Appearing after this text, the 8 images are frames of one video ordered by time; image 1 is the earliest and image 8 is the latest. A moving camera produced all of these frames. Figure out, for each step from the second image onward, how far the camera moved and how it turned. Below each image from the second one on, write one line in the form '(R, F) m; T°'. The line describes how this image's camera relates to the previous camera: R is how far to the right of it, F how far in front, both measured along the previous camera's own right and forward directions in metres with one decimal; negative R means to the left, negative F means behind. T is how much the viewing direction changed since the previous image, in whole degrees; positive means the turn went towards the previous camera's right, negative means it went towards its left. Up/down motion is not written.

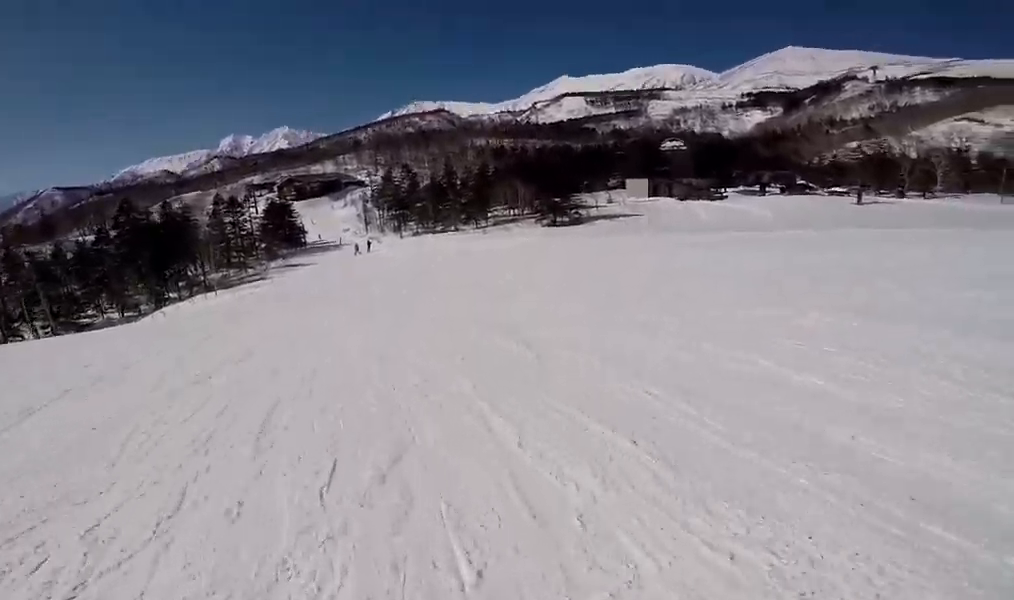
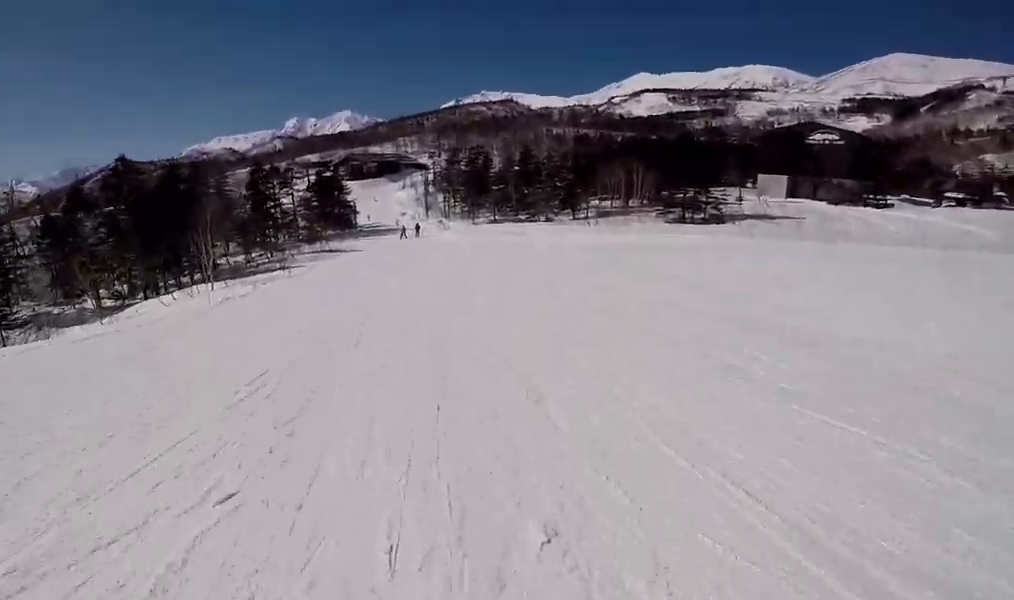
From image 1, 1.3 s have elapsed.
(+0.3, +14.4) m; -5°
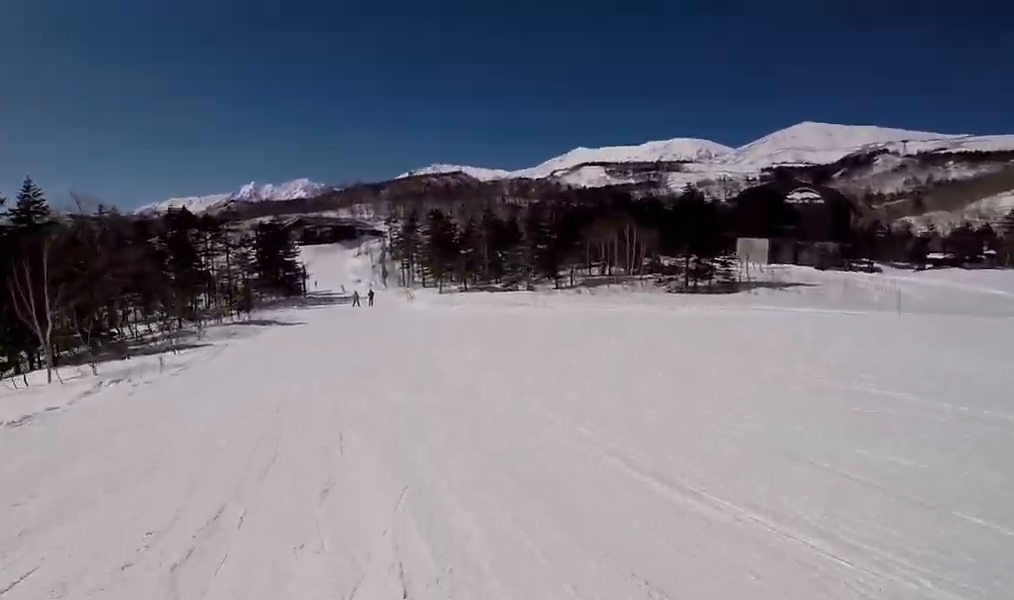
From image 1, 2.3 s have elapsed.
(-1.3, +11.1) m; -3°
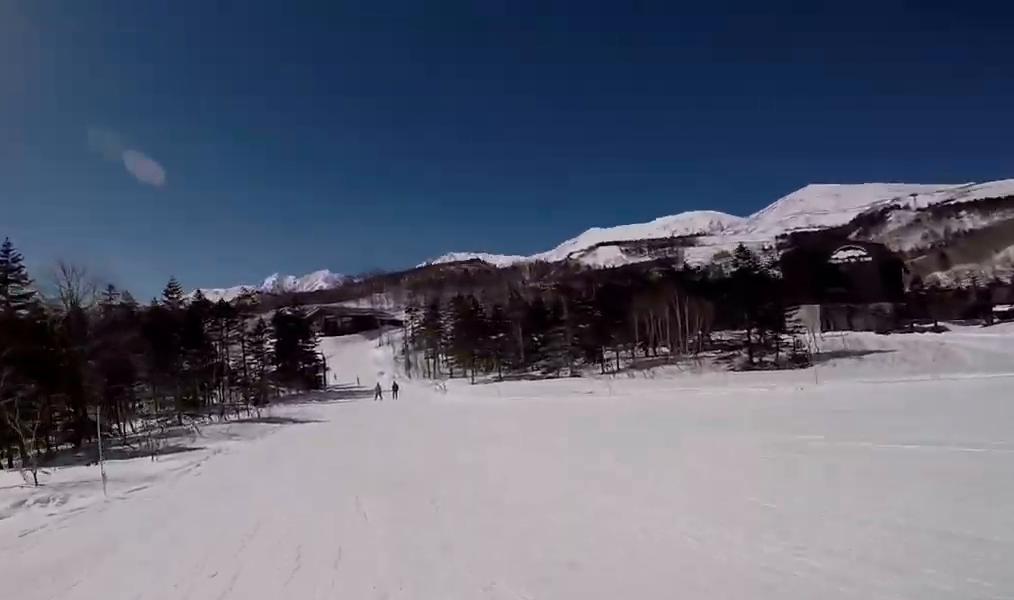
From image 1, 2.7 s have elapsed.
(-0.1, +4.7) m; +1°
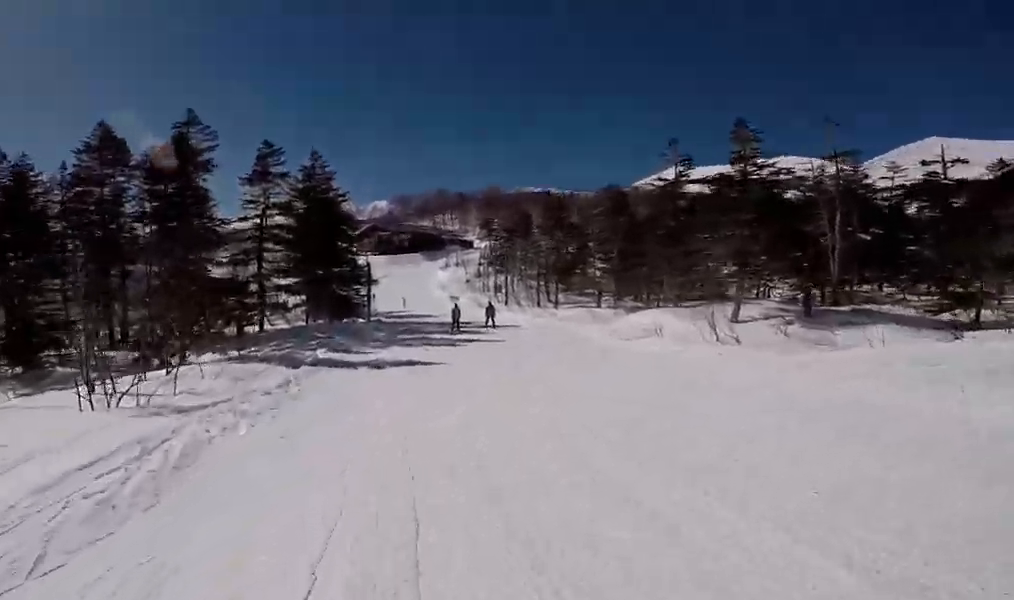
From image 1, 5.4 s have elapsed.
(+0.1, +30.0) m; -4°
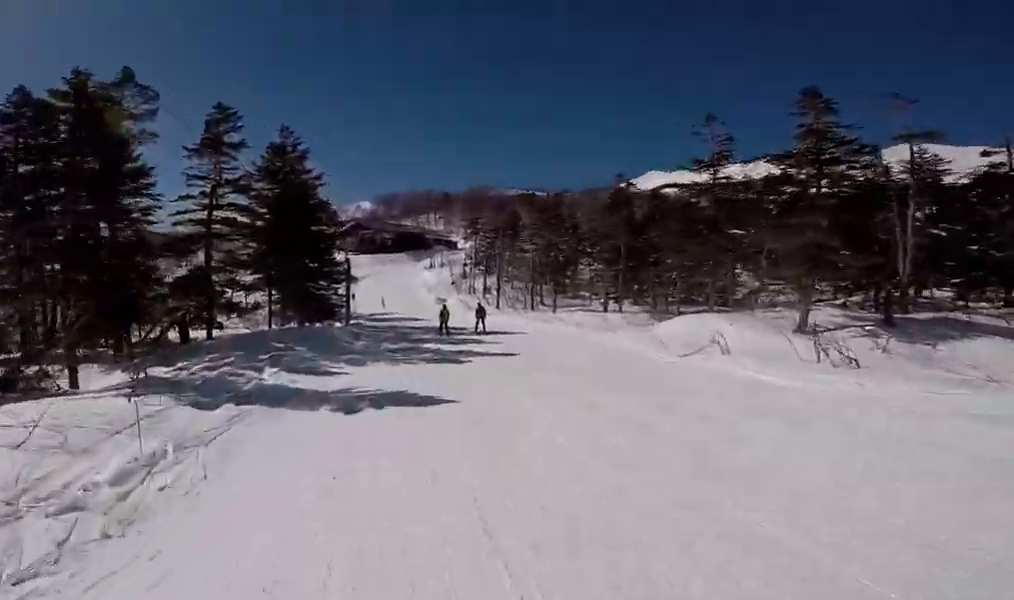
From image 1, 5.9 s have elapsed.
(+0.7, +4.9) m; +5°
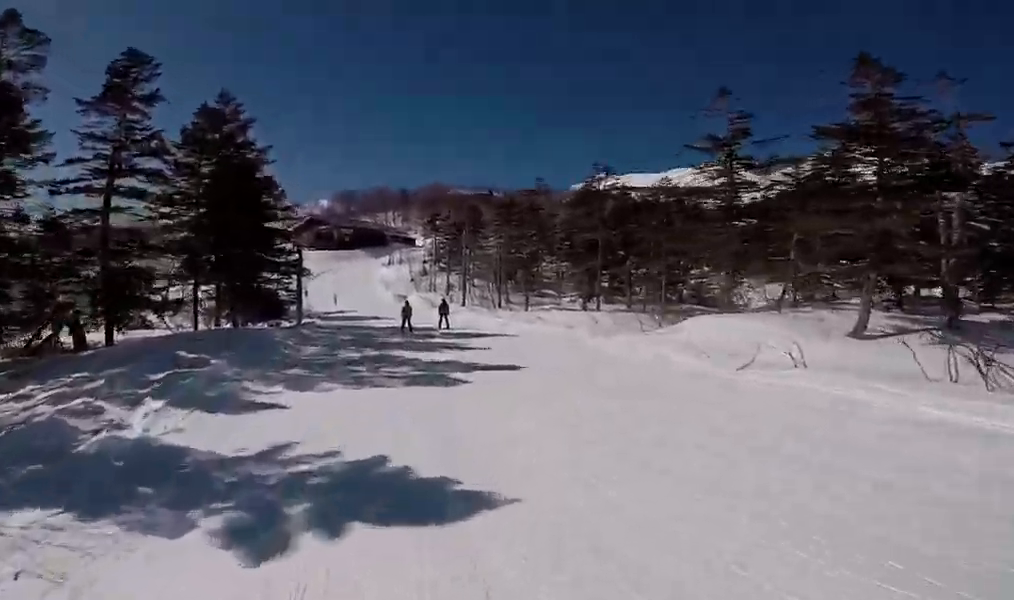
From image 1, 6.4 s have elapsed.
(+0.4, +4.6) m; +6°
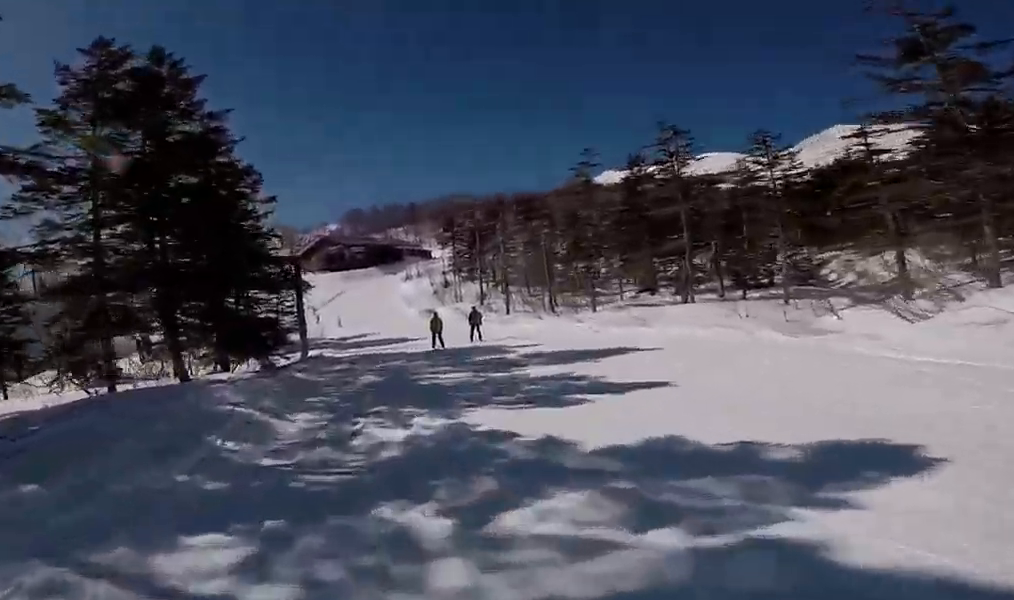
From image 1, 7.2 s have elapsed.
(+0.4, +8.2) m; +3°
